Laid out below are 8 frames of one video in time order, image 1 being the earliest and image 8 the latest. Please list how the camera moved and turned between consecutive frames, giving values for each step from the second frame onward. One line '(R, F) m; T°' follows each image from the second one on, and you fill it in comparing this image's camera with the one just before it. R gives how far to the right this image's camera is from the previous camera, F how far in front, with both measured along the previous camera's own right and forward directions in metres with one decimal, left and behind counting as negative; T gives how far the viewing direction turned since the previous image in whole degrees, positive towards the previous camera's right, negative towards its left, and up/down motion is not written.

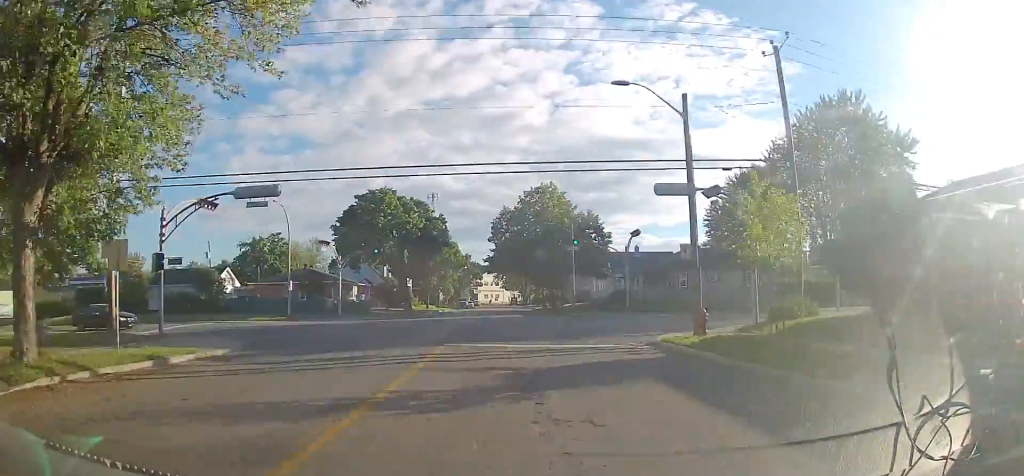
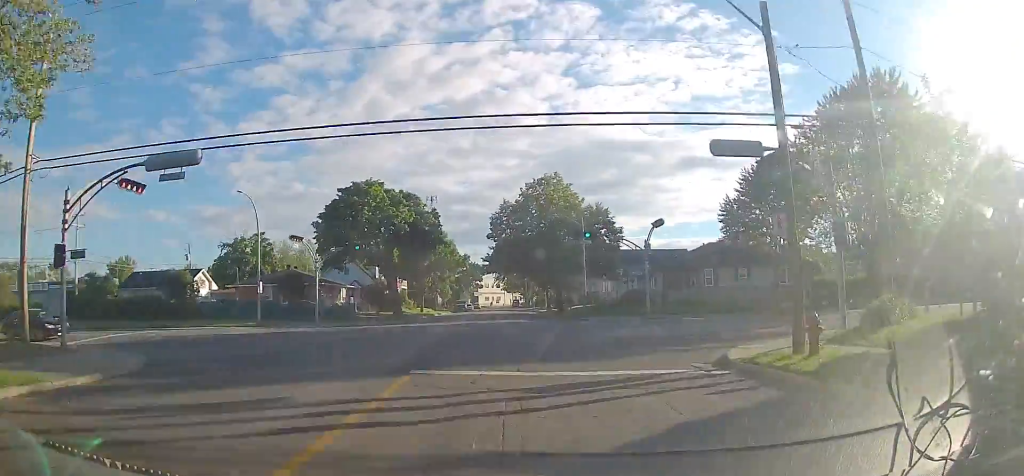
(-0.1, +6.8) m; -2°
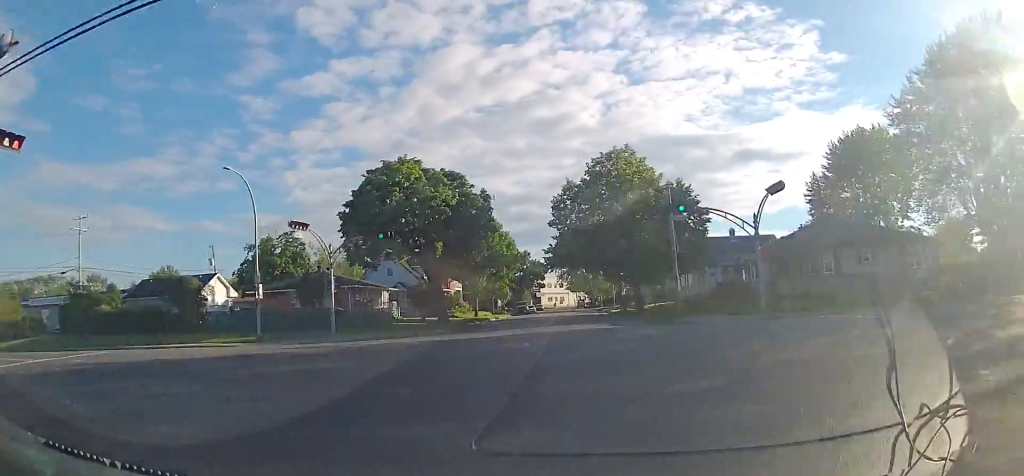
(-0.2, +10.3) m; -9°
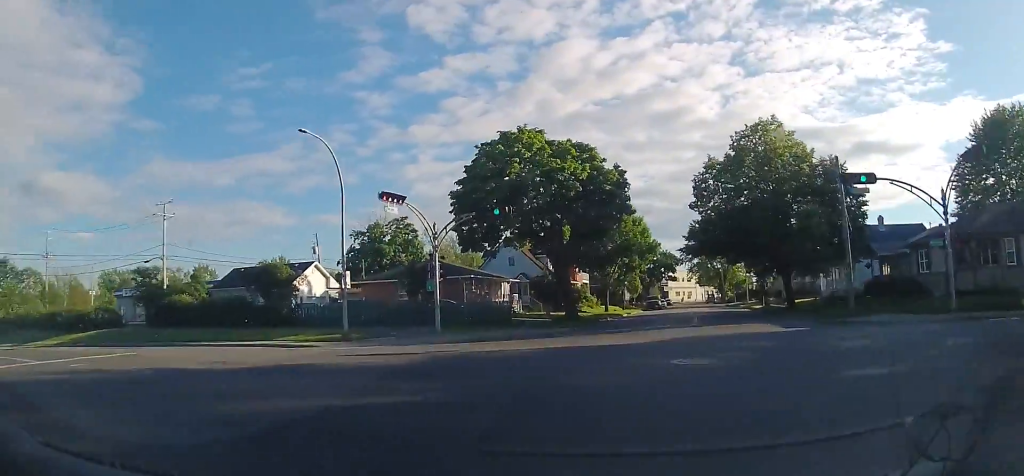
(-0.7, +6.5) m; -12°
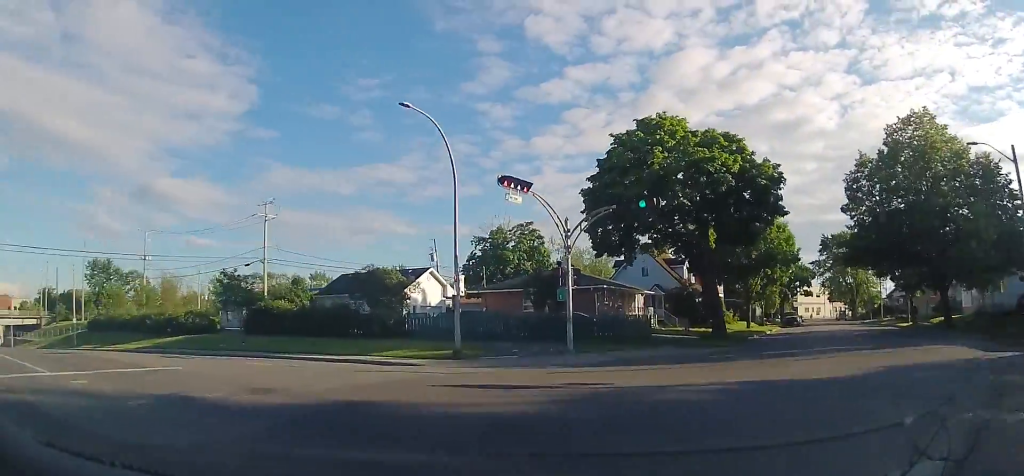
(-0.2, +5.0) m; -11°
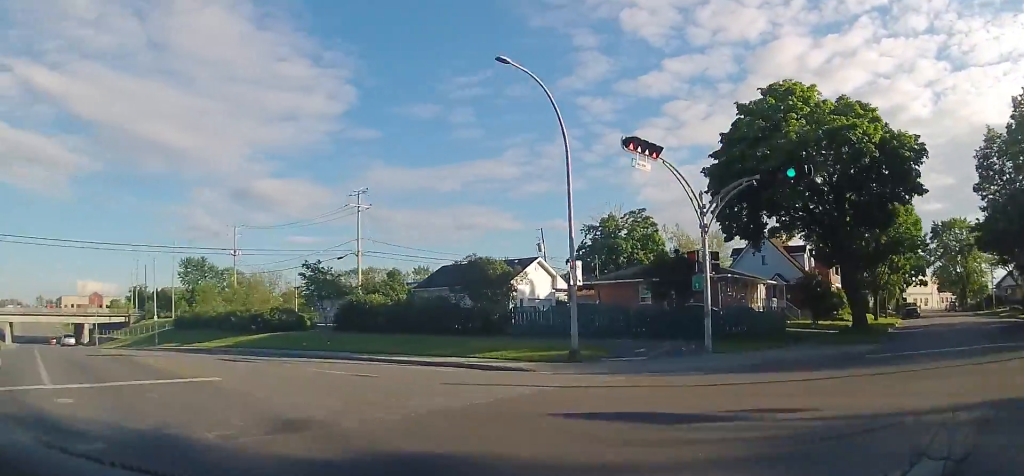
(-0.6, +3.7) m; -9°
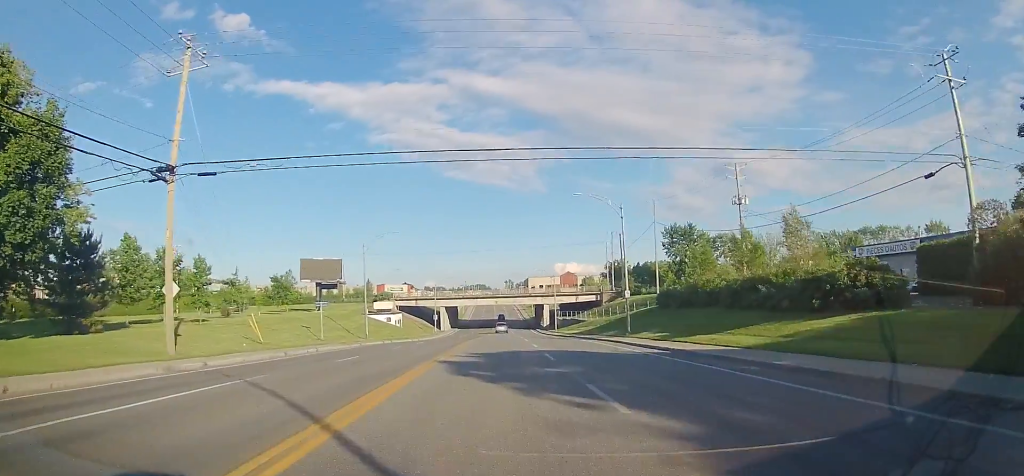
(-9.4, +20.6) m; -38°
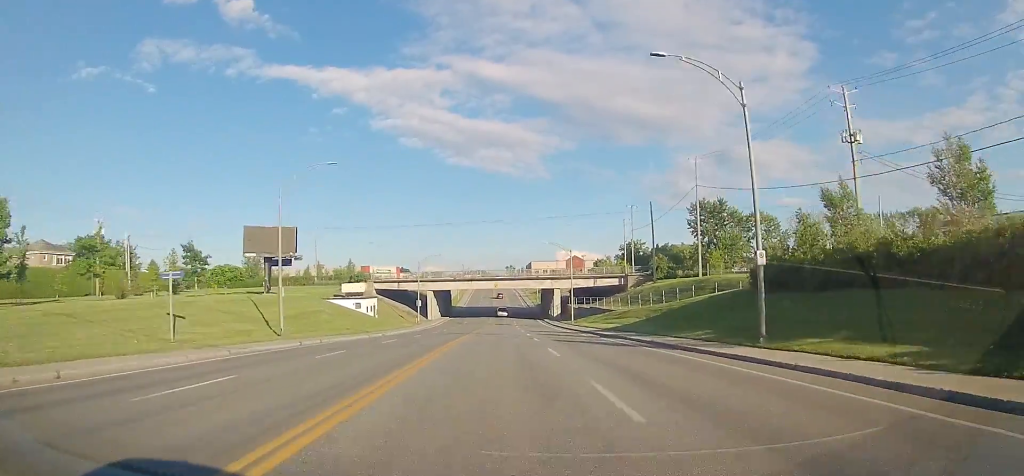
(-1.1, +21.5) m; -4°
